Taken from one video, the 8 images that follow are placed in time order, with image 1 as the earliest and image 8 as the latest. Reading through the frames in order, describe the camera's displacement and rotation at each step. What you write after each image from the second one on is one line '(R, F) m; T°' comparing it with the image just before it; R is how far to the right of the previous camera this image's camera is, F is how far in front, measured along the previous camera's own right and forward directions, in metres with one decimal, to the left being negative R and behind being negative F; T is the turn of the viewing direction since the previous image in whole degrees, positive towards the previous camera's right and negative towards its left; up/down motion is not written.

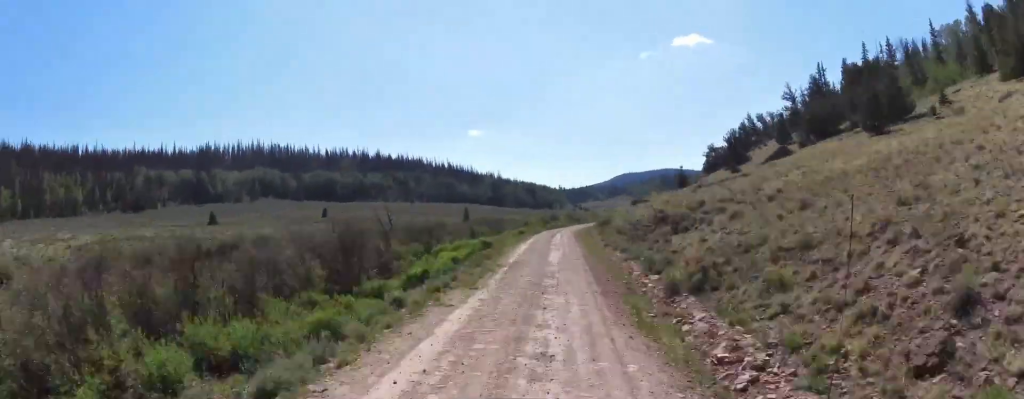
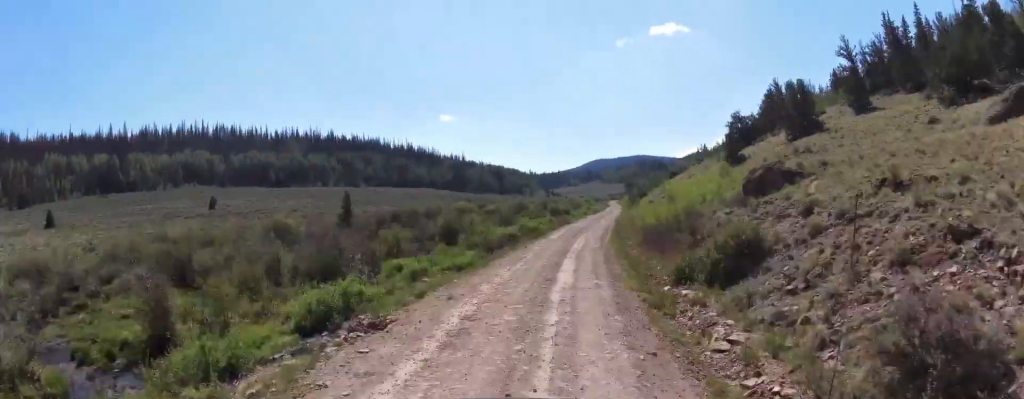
(+2.0, +47.4) m; +3°
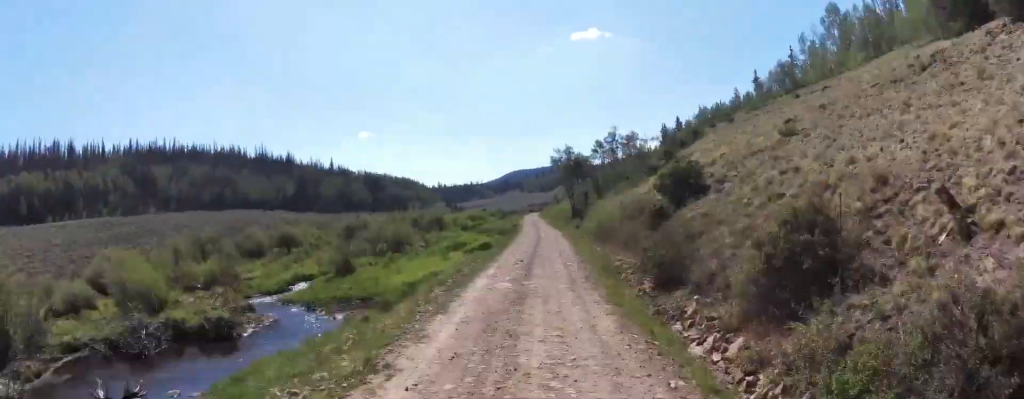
(+4.1, +98.0) m; +2°
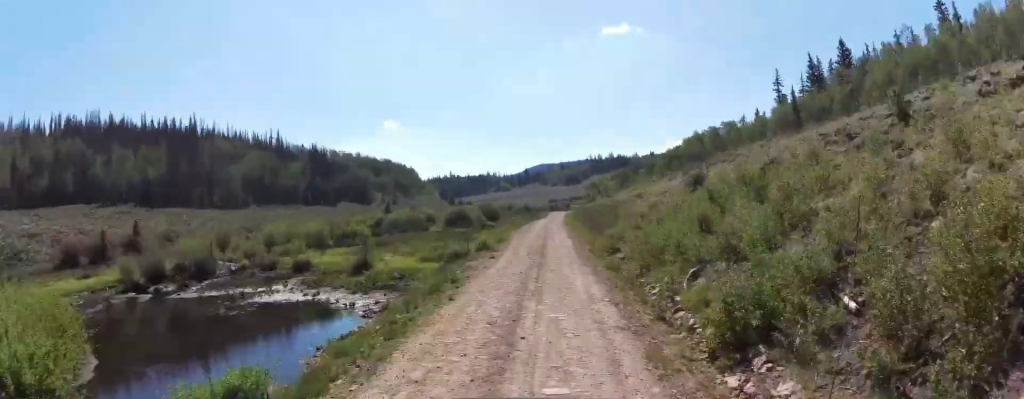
(-1.1, +89.2) m; 0°
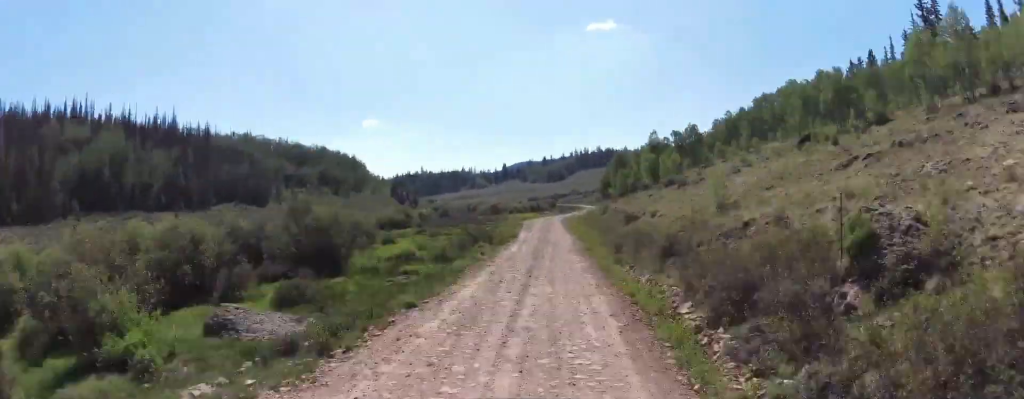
(+0.7, +63.3) m; +3°
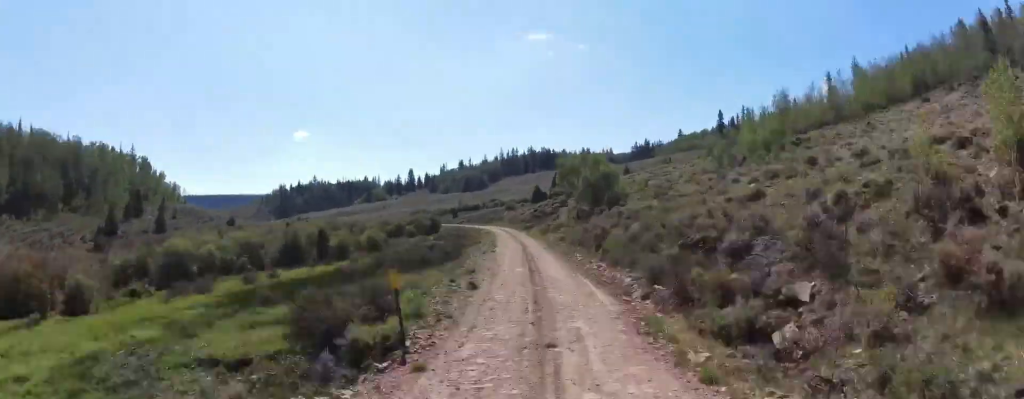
(+7.1, +112.6) m; -3°
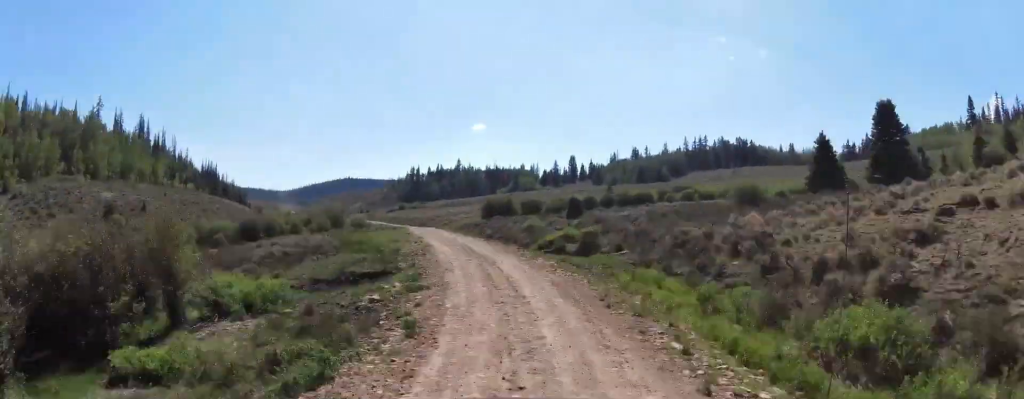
(-13.7, +87.3) m; -21°
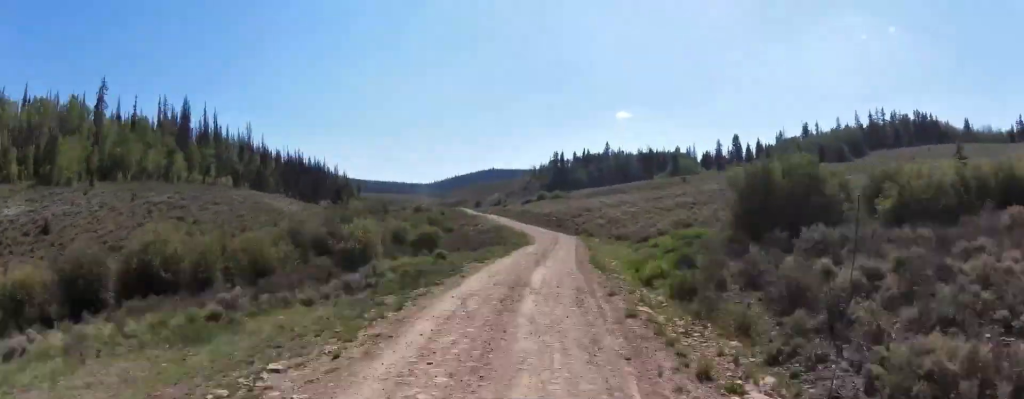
(-7.8, +43.9) m; -8°
